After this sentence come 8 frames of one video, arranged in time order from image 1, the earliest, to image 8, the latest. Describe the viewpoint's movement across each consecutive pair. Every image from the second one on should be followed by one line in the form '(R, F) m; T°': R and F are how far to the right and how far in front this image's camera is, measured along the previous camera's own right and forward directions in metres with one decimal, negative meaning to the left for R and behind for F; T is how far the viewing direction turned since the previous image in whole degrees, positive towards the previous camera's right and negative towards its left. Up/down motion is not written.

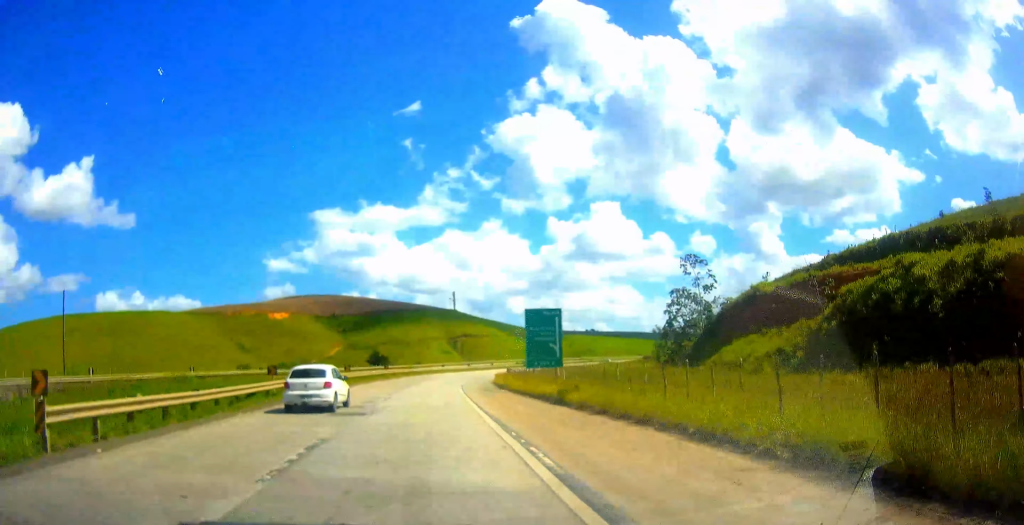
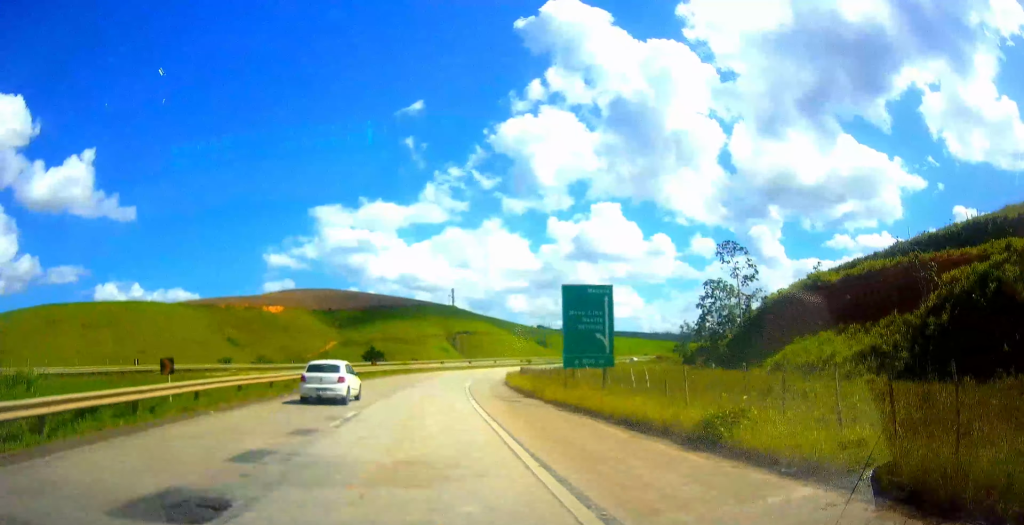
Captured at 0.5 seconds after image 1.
(+0.2, +11.6) m; -1°
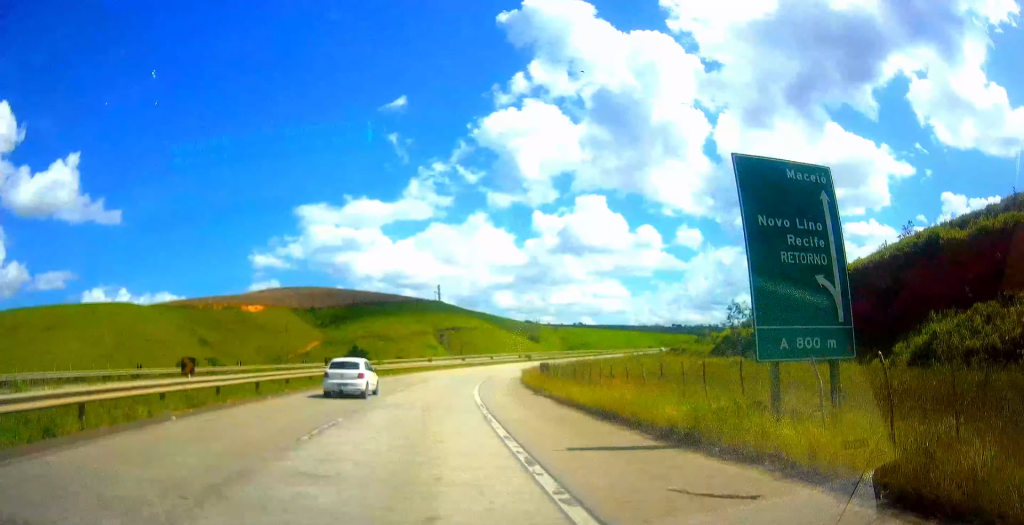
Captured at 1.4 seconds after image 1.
(-0.8, +17.9) m; 0°
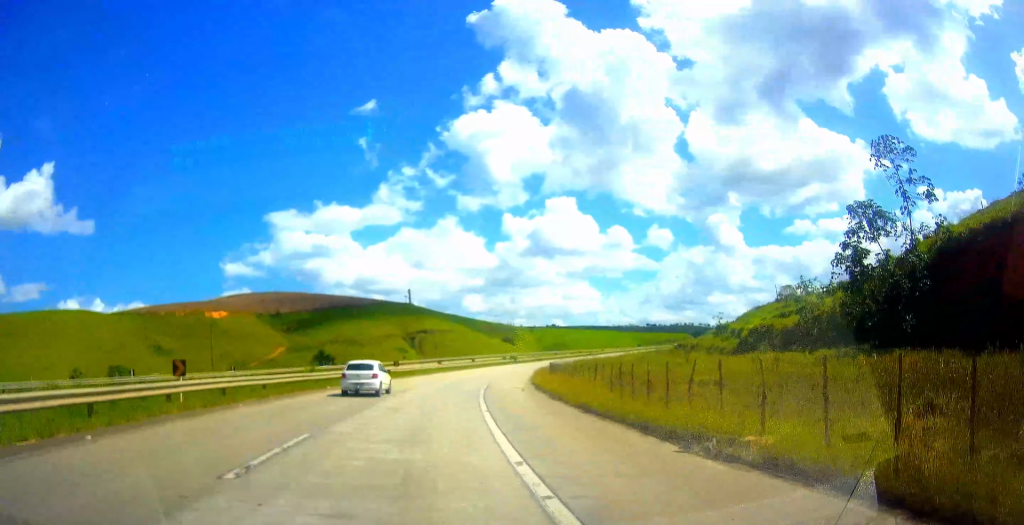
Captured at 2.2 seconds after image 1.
(+0.8, +18.9) m; +2°
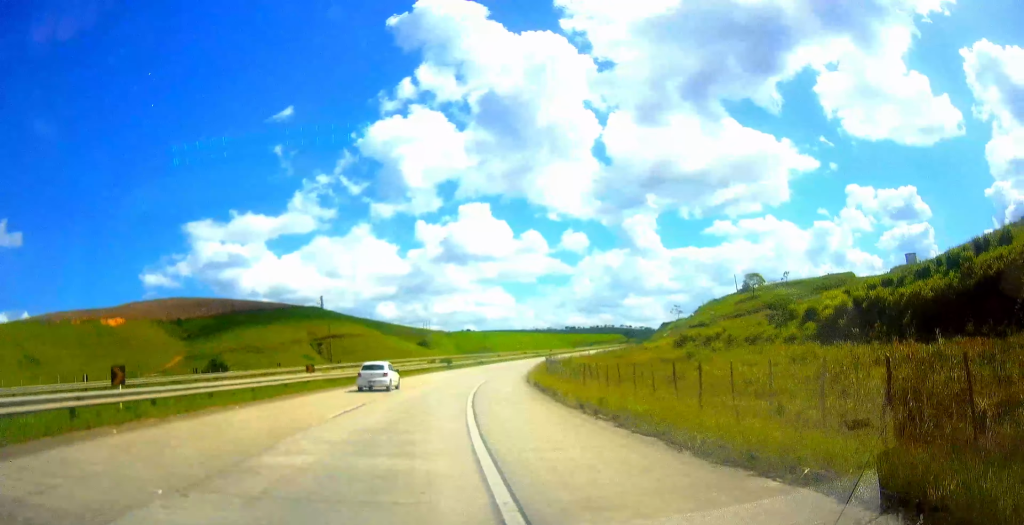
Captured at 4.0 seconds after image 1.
(+1.9, +38.4) m; +8°
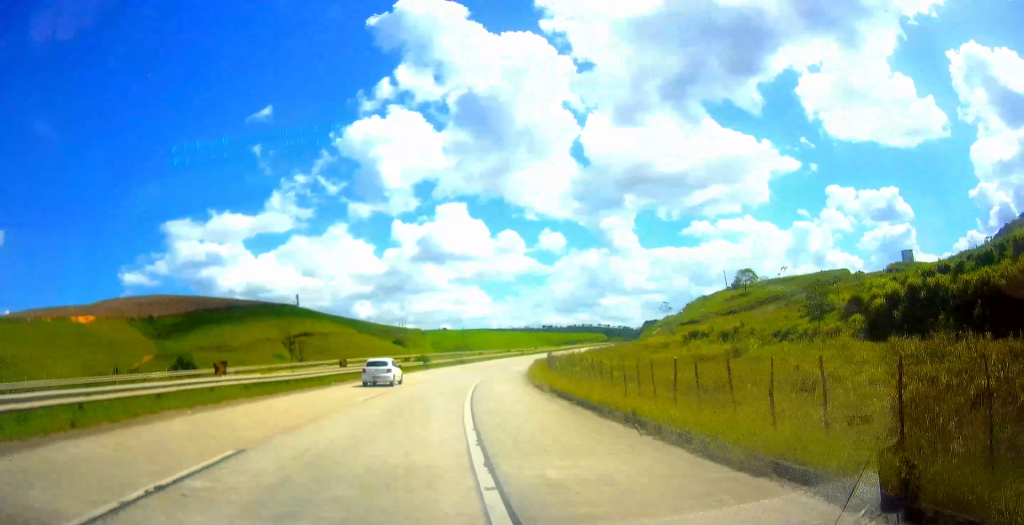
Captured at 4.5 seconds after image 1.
(+0.3, +11.1) m; +3°
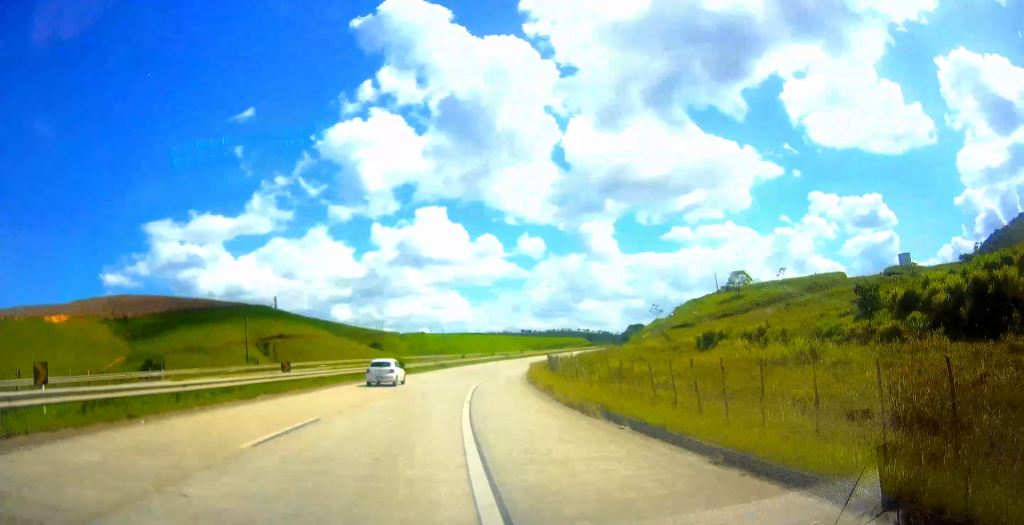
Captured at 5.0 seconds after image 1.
(+0.3, +10.3) m; +1°
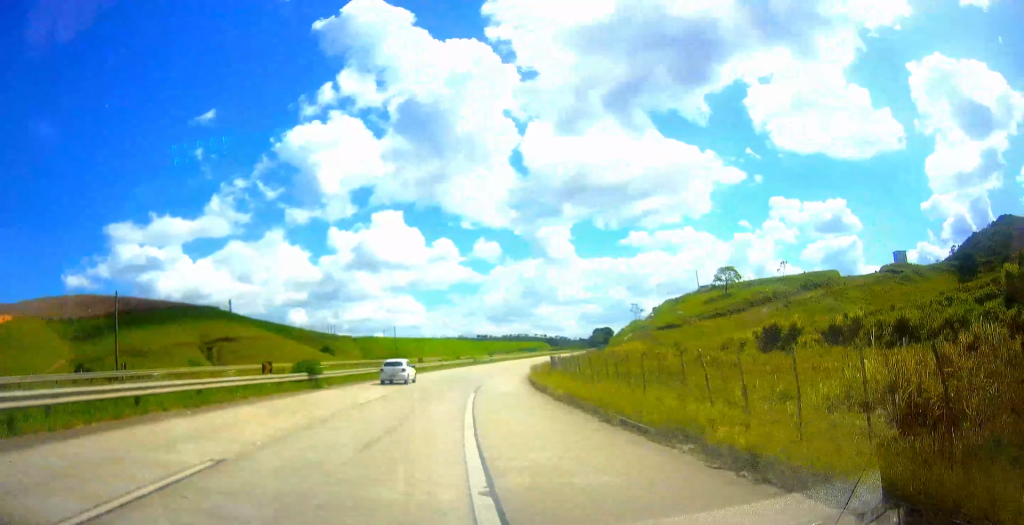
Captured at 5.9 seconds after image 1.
(+0.5, +21.6) m; +4°
